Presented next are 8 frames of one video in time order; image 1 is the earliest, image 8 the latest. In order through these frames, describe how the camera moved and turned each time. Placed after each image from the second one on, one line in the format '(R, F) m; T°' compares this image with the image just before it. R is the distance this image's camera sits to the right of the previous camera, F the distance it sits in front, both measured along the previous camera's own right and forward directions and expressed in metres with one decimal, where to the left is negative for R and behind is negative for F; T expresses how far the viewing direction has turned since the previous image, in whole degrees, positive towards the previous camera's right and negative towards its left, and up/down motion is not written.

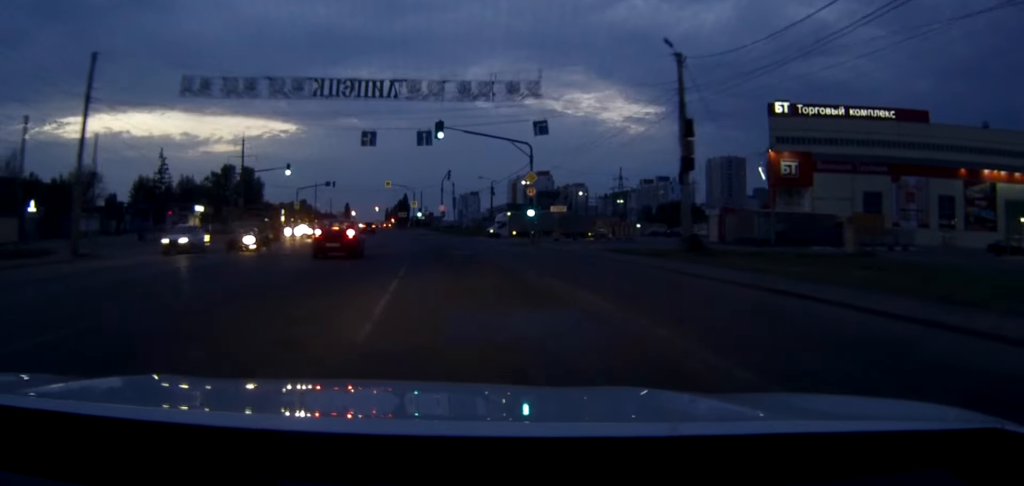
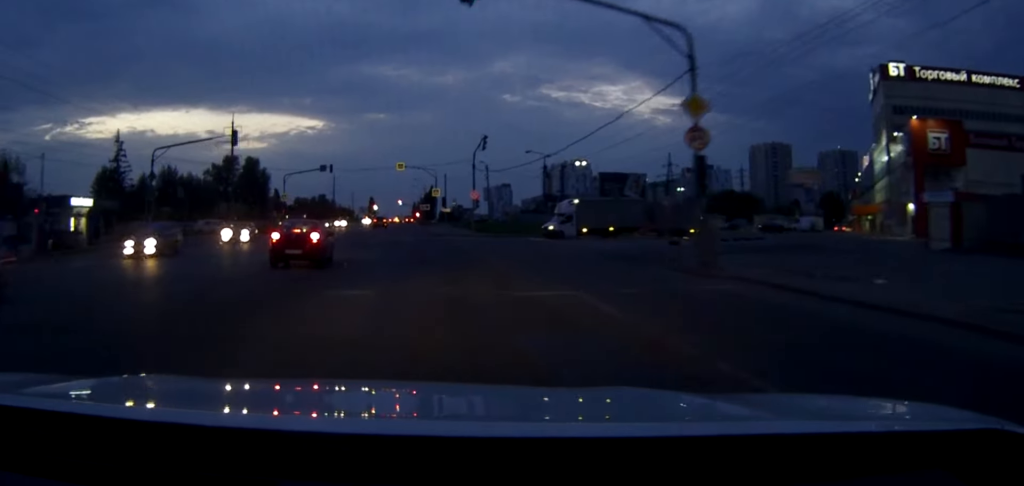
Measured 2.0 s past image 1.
(-0.6, +29.6) m; -3°
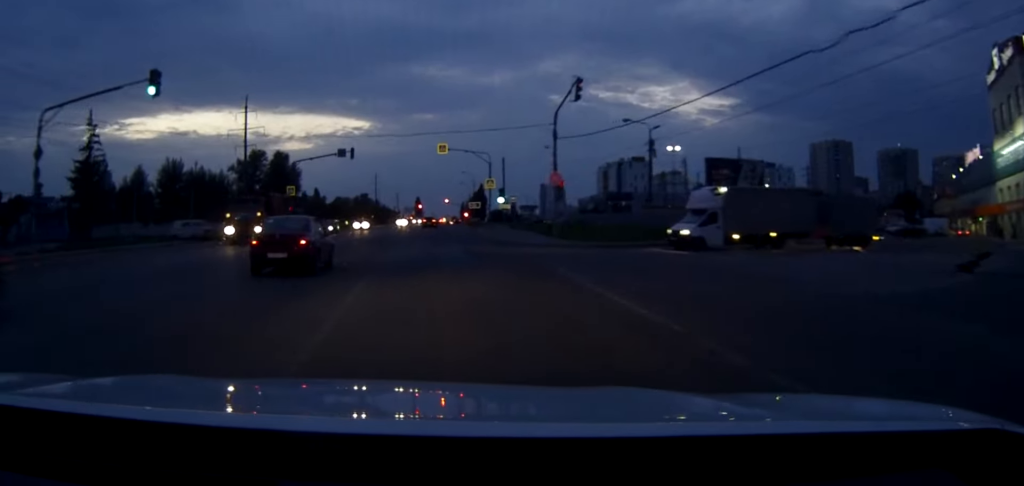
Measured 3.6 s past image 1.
(-0.7, +21.8) m; -3°
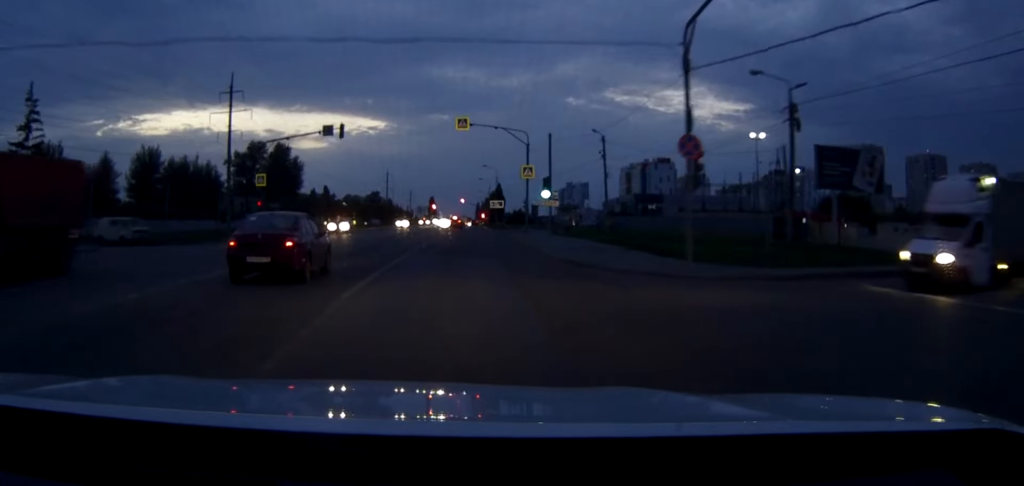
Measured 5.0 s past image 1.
(-0.2, +17.9) m; 0°
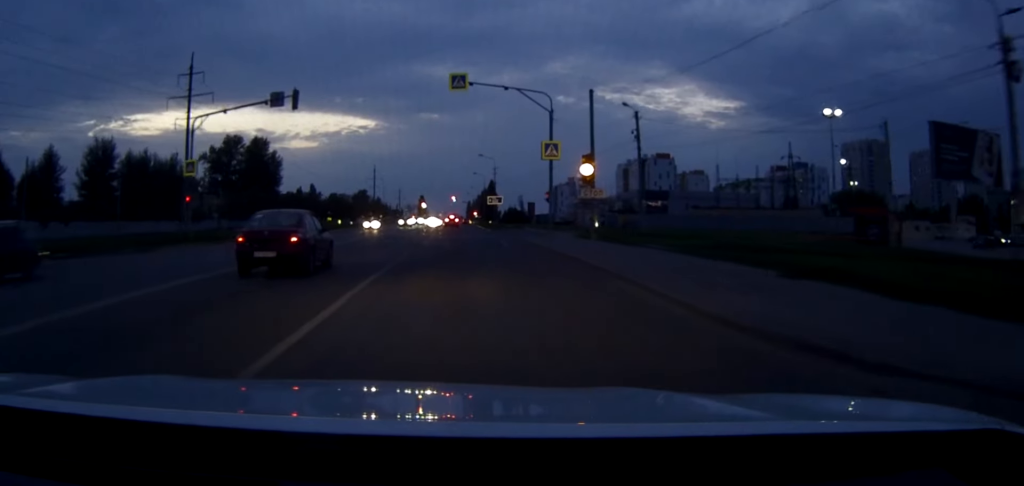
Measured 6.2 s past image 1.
(+0.1, +13.9) m; 0°
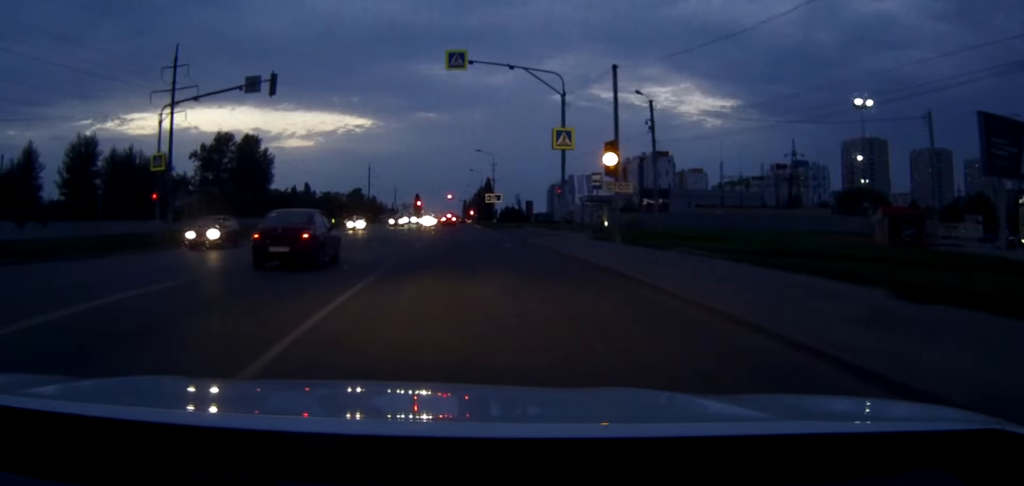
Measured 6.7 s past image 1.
(0.0, +4.5) m; 0°
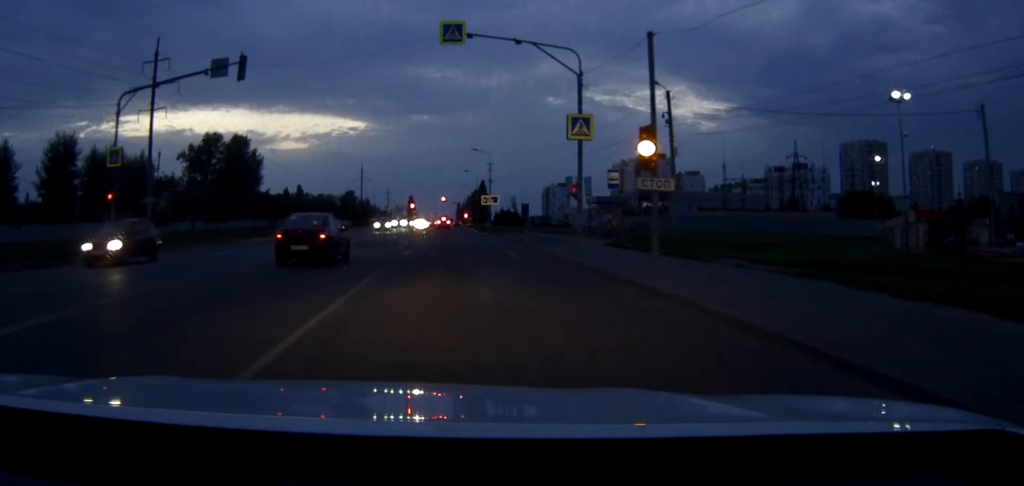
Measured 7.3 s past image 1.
(0.0, +4.4) m; -1°
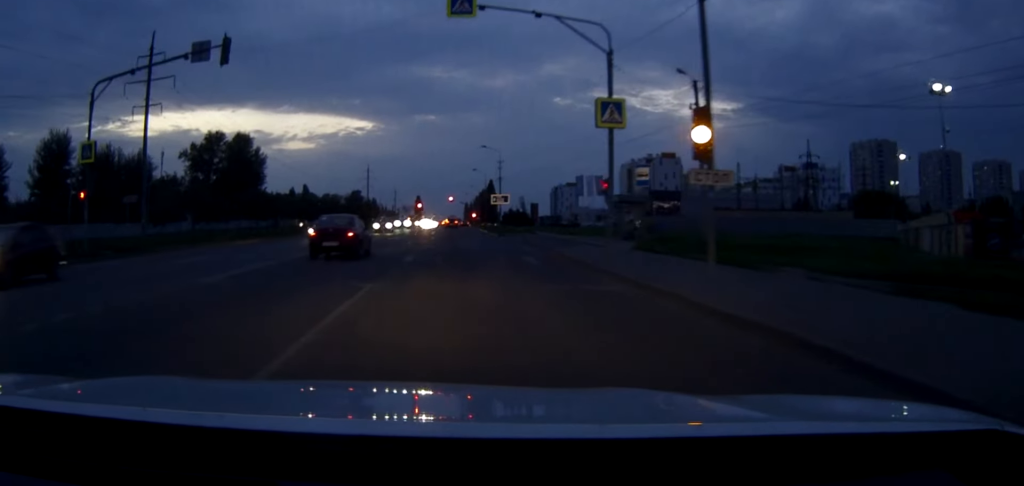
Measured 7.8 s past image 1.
(0.0, +3.7) m; 0°
